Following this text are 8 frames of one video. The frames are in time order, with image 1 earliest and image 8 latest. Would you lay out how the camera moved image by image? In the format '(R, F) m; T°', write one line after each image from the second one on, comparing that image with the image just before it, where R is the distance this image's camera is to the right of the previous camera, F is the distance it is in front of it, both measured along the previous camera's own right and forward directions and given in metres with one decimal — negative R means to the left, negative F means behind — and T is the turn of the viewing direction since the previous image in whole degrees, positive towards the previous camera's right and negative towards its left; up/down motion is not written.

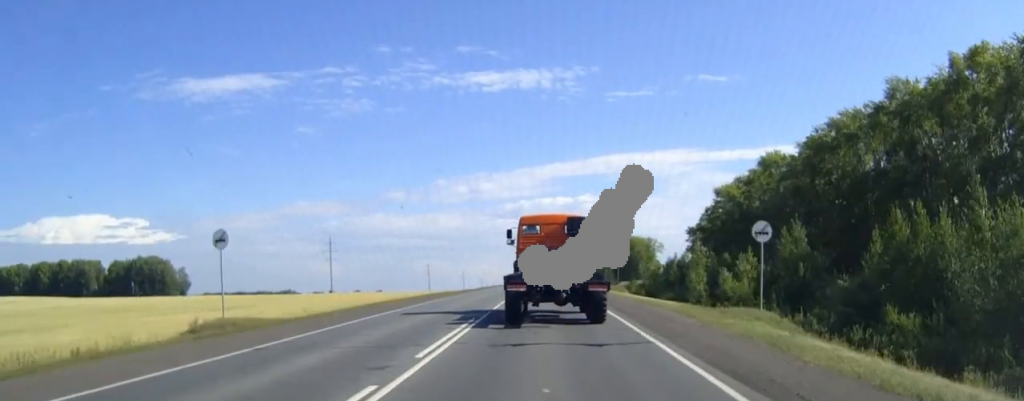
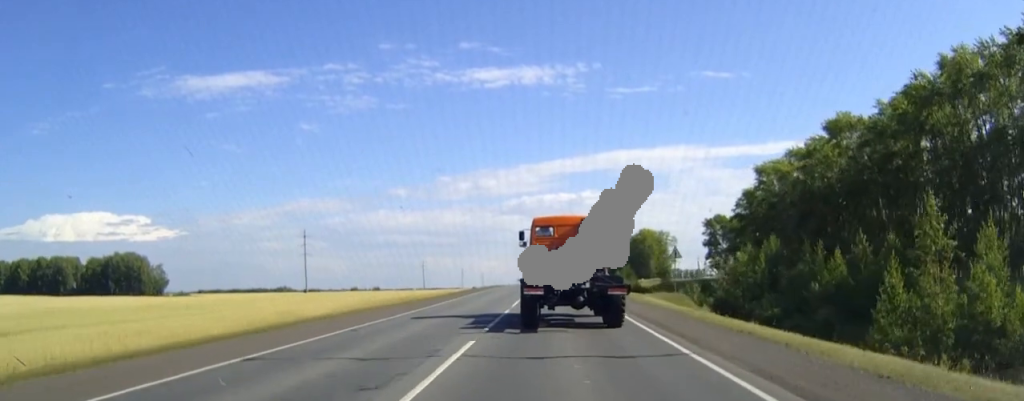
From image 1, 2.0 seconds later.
(-0.1, +32.9) m; 0°
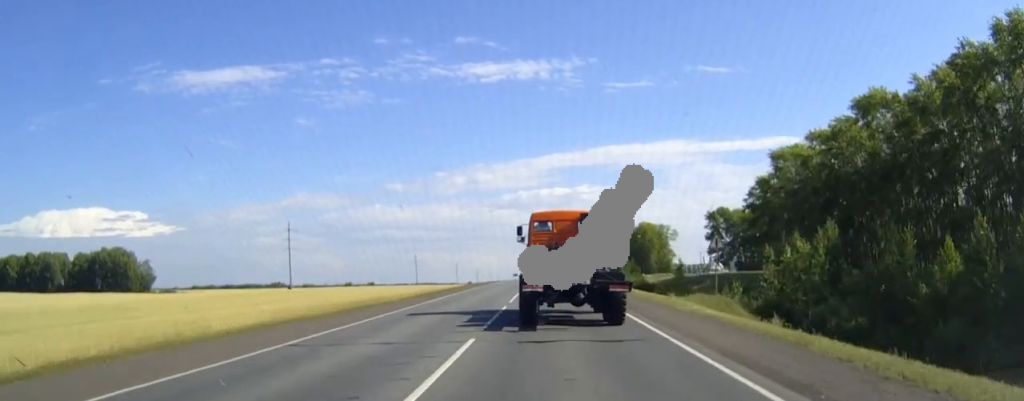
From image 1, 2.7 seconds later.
(0.0, +12.0) m; 0°
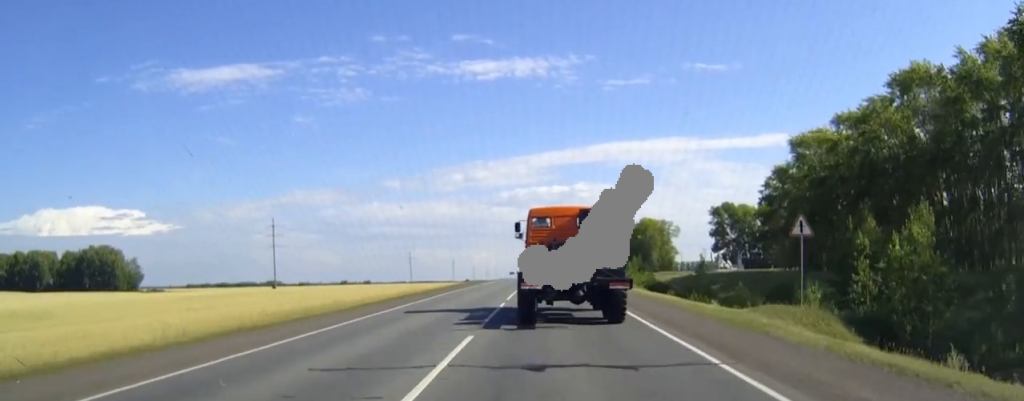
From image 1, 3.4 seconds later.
(0.0, +12.0) m; 0°
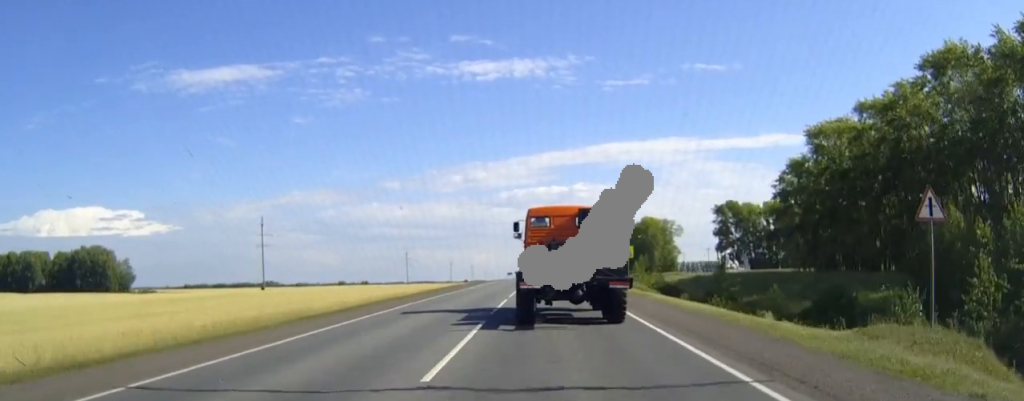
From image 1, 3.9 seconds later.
(0.0, +8.6) m; 0°
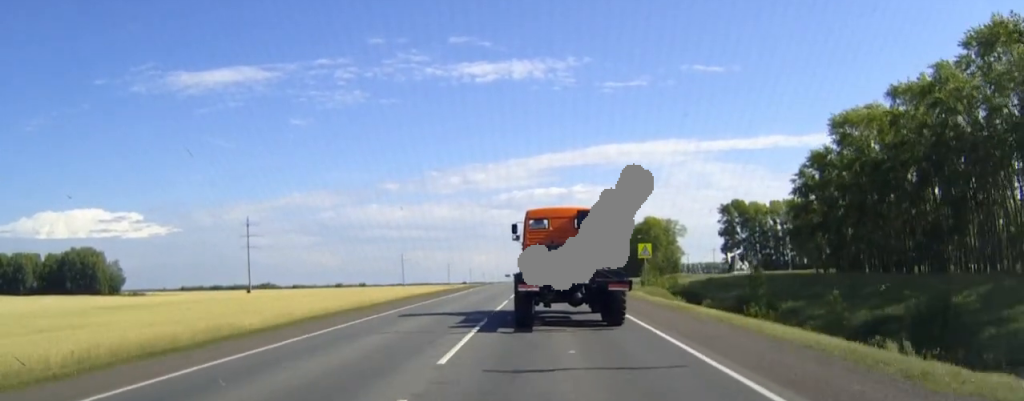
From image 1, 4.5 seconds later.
(0.0, +10.2) m; 0°
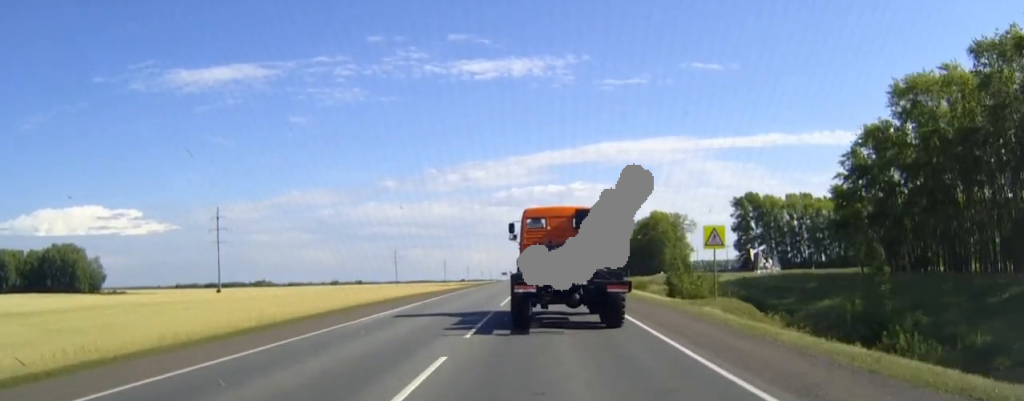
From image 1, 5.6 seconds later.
(0.0, +19.9) m; 0°
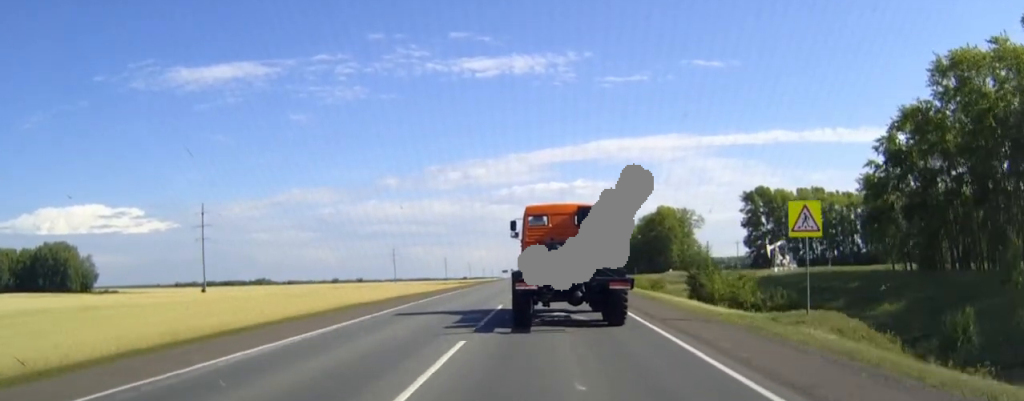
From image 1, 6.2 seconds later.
(0.0, +10.2) m; 0°
